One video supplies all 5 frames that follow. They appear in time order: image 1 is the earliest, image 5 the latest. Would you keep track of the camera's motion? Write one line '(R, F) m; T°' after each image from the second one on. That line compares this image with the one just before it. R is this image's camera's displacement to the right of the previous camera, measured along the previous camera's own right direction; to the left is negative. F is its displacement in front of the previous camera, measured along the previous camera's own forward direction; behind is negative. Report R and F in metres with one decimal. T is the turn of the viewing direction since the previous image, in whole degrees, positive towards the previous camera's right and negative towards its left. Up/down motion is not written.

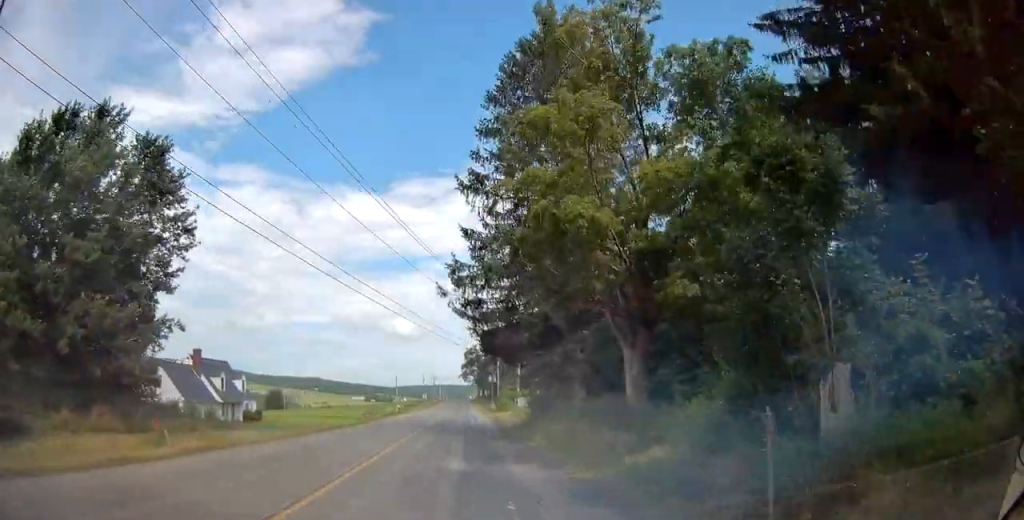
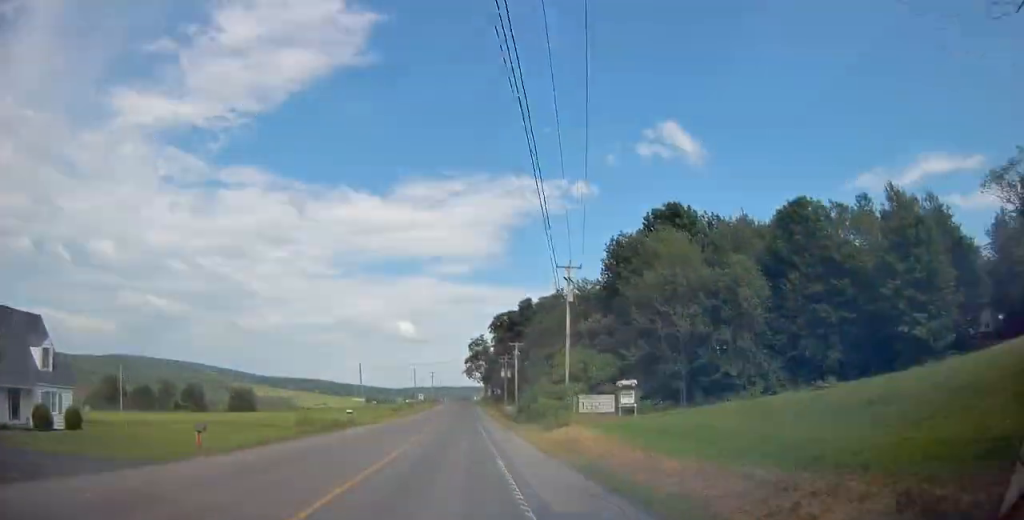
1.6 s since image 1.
(-0.2, +40.3) m; -6°
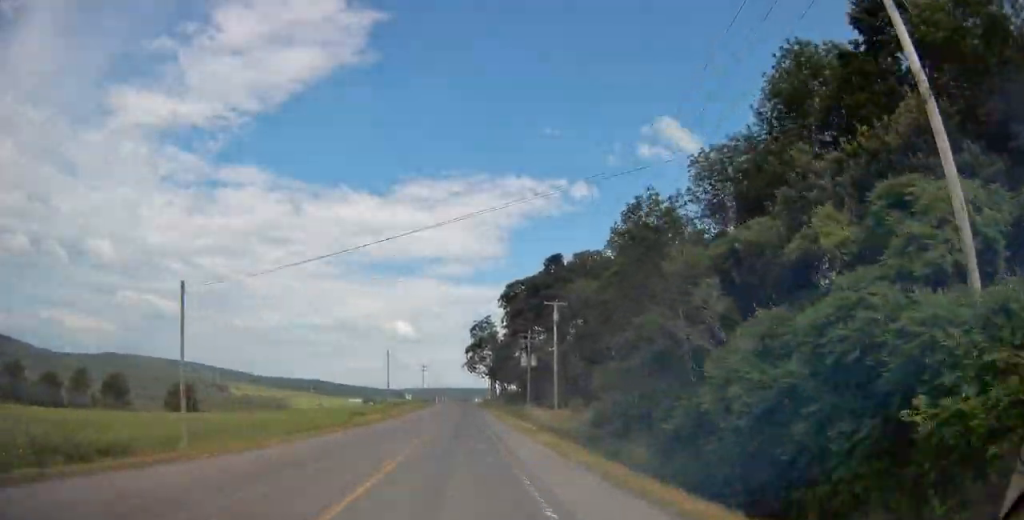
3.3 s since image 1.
(+2.8, +38.0) m; +10°
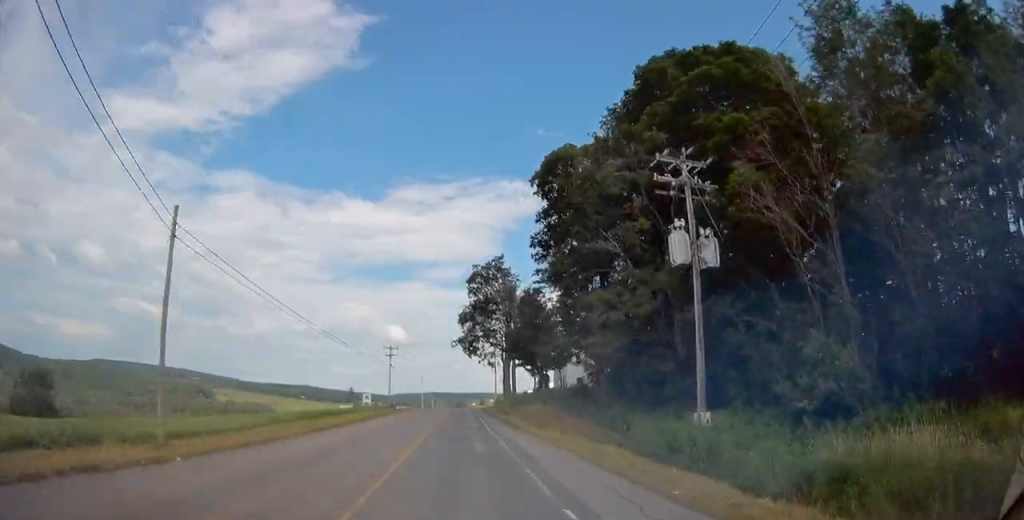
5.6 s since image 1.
(-3.1, +64.7) m; -4°
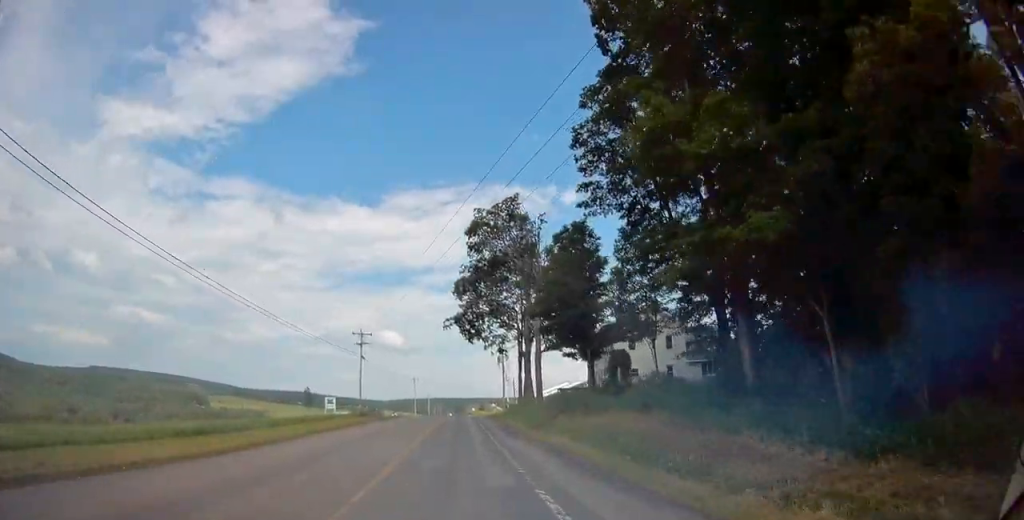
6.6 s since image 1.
(-0.4, +26.9) m; 0°
